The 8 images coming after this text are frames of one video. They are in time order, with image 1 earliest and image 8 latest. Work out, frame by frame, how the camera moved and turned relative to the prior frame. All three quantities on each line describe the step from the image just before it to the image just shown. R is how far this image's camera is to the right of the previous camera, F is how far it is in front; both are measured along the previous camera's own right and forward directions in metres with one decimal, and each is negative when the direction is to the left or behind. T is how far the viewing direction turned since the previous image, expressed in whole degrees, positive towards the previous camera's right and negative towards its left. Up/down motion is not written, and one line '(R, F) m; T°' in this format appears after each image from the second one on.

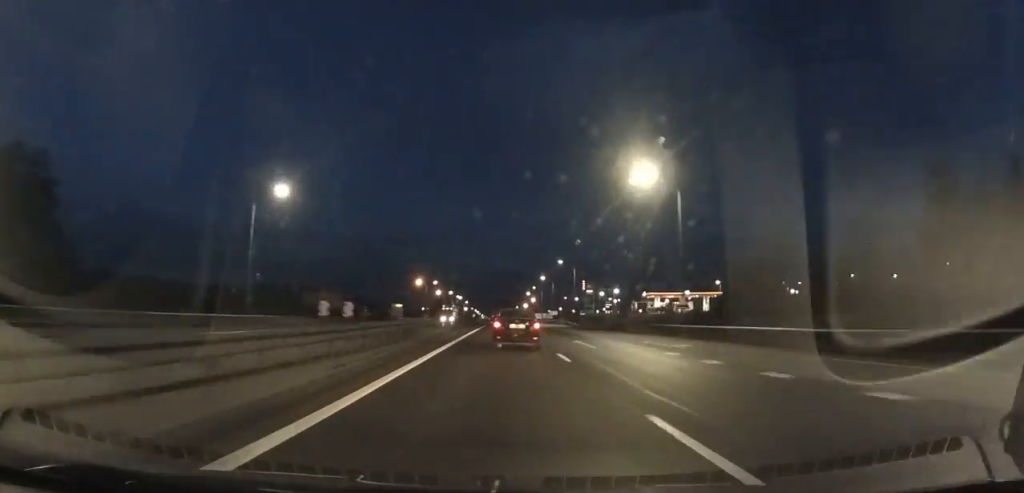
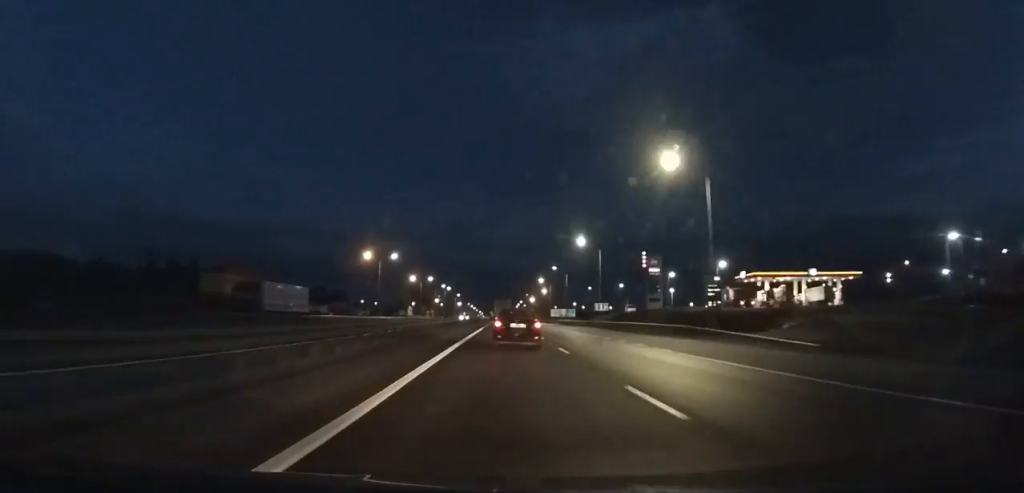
(0.0, +66.2) m; 0°
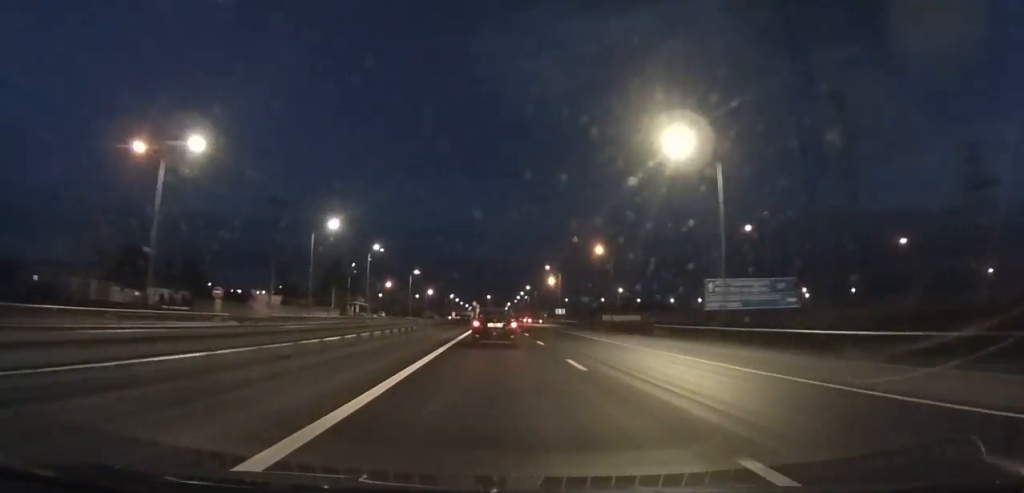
(+0.5, +118.6) m; 0°
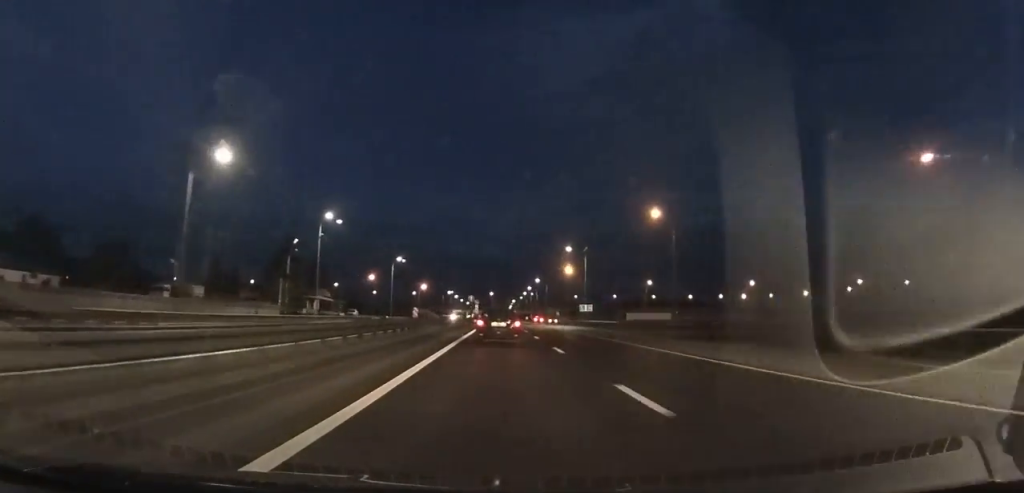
(0.0, +28.7) m; 0°
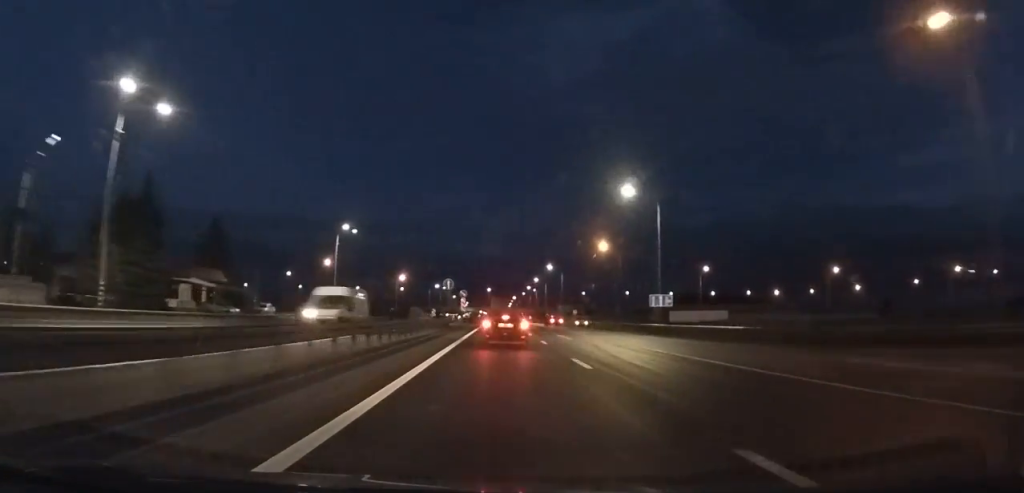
(-0.1, +38.3) m; 0°
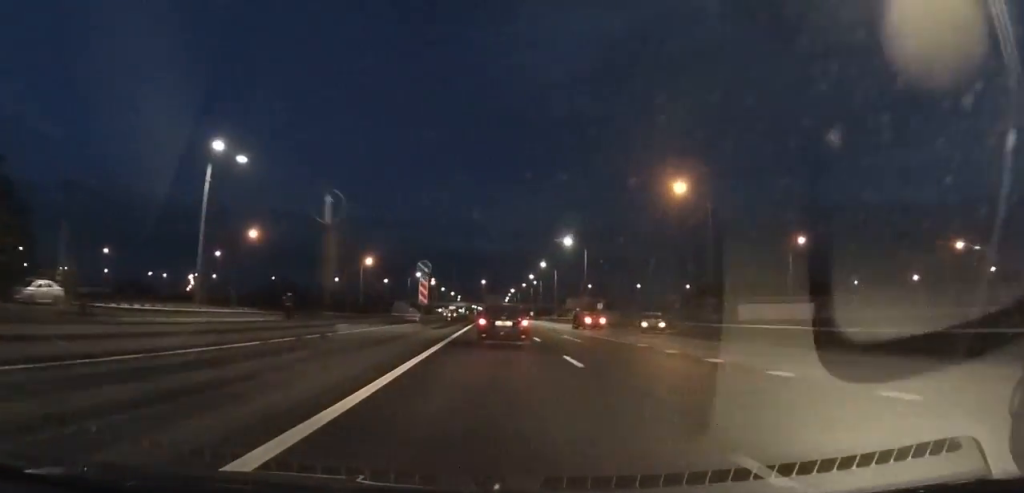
(+0.1, +34.0) m; 0°
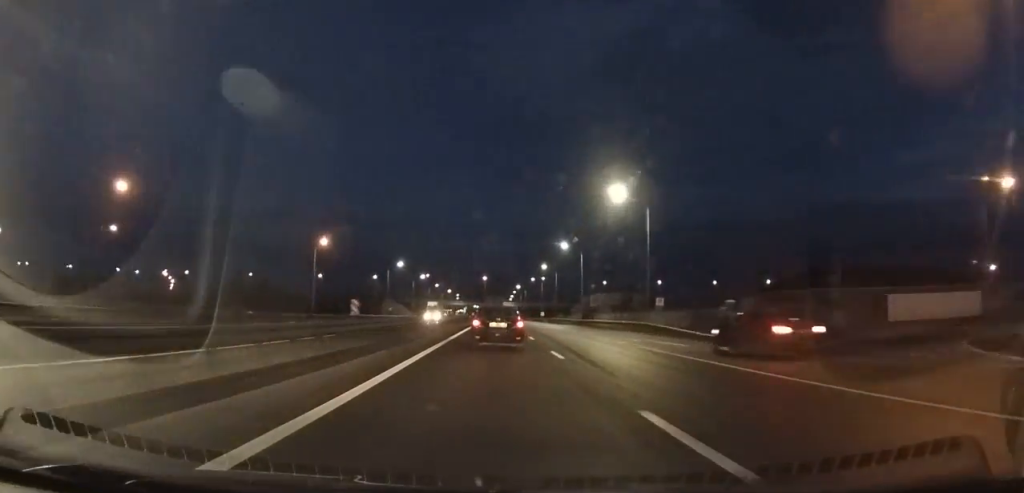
(0.0, +33.7) m; 0°
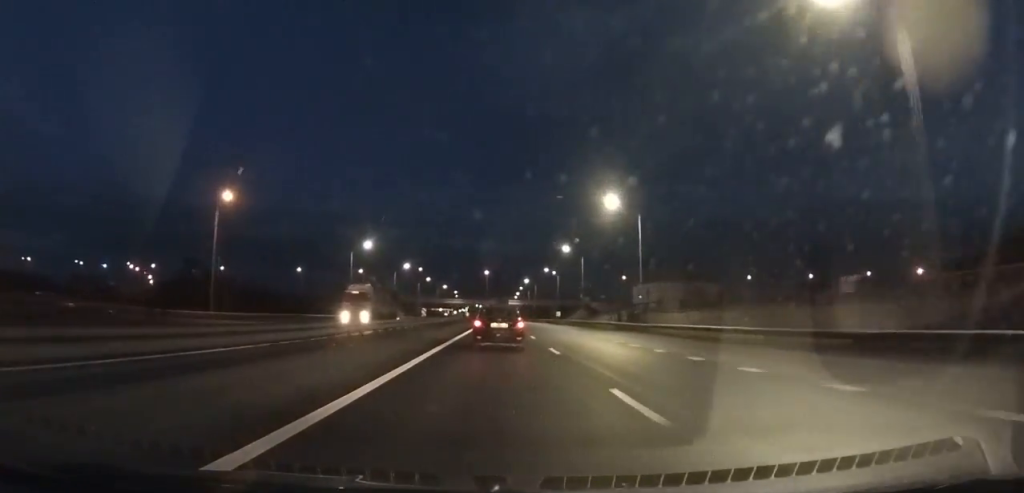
(+0.2, +34.9) m; 0°
